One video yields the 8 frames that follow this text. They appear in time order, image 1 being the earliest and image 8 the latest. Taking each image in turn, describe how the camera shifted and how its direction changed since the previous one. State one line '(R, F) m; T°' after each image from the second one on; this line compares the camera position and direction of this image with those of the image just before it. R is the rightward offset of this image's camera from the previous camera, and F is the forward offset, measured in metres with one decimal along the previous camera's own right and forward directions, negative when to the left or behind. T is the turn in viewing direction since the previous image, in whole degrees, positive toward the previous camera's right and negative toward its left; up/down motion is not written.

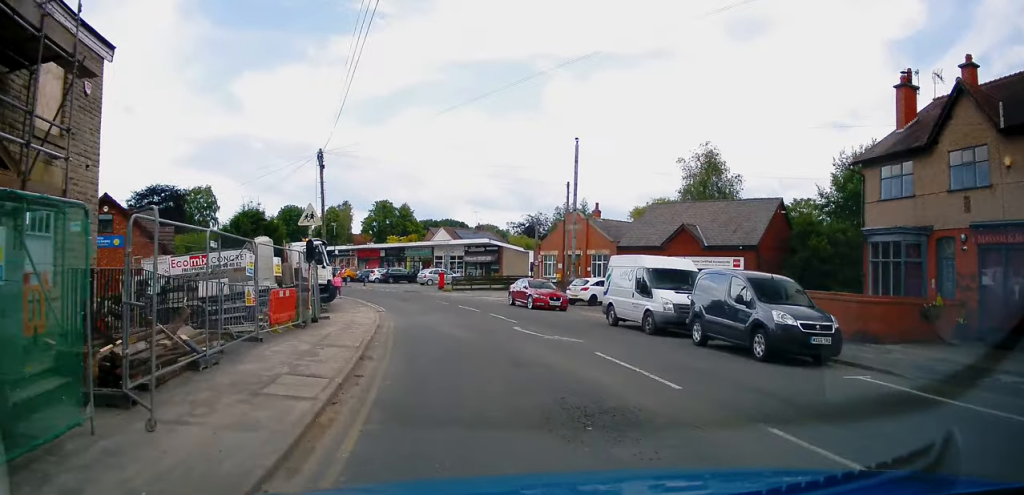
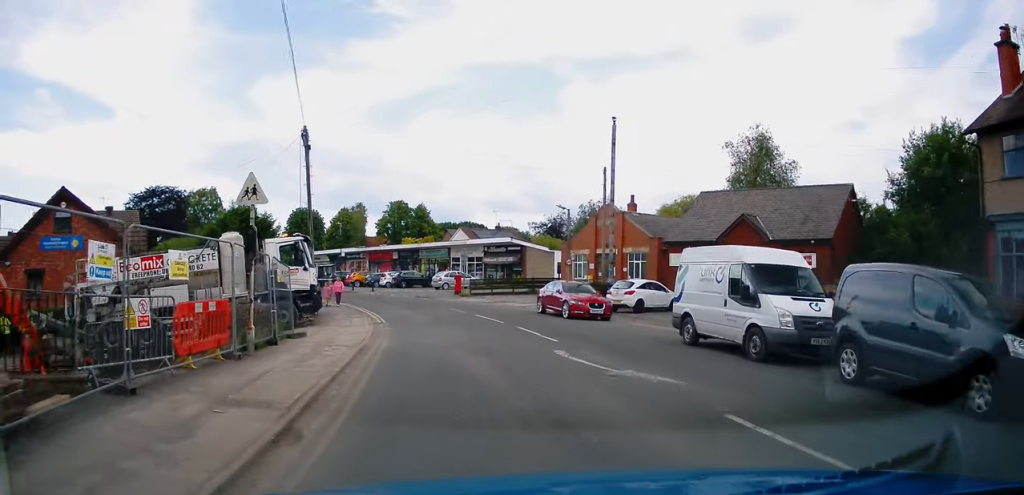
(-0.2, +5.6) m; -2°
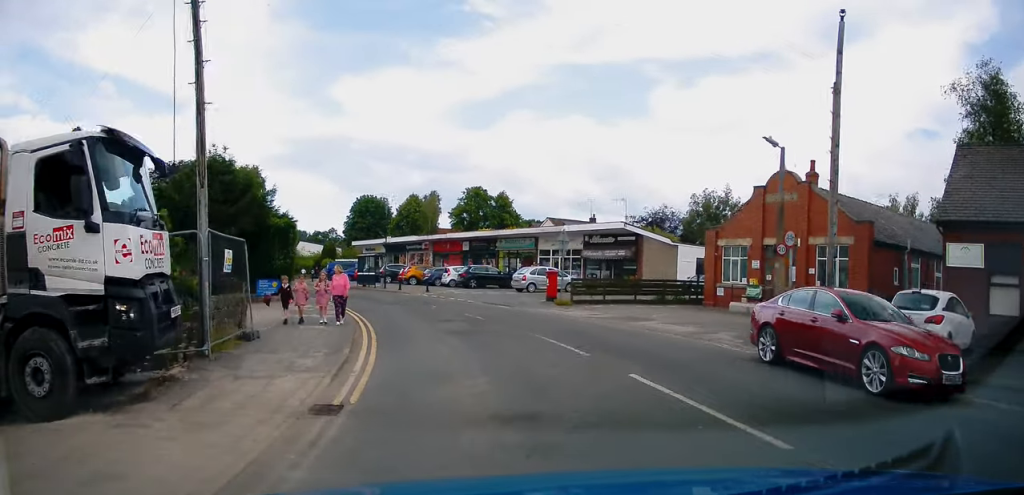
(-0.6, +15.2) m; -7°
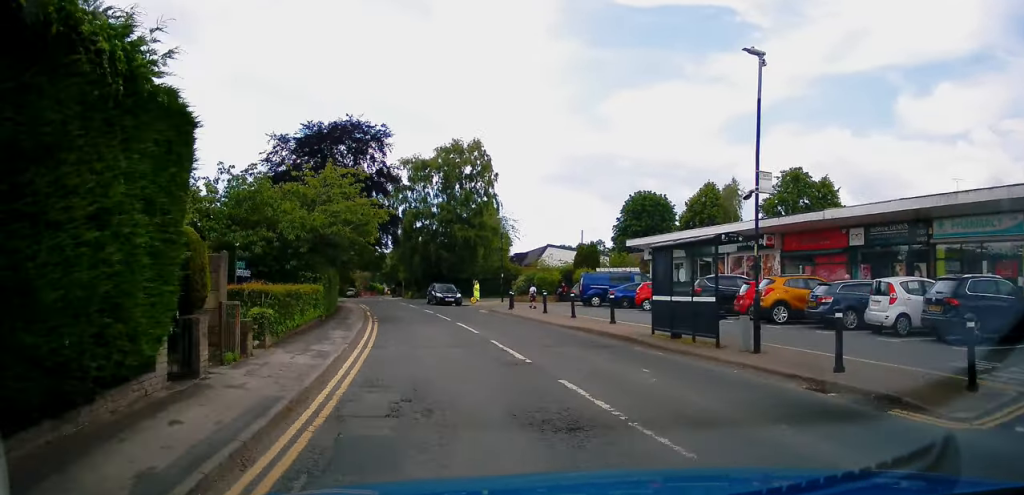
(-5.8, +27.5) m; -25°
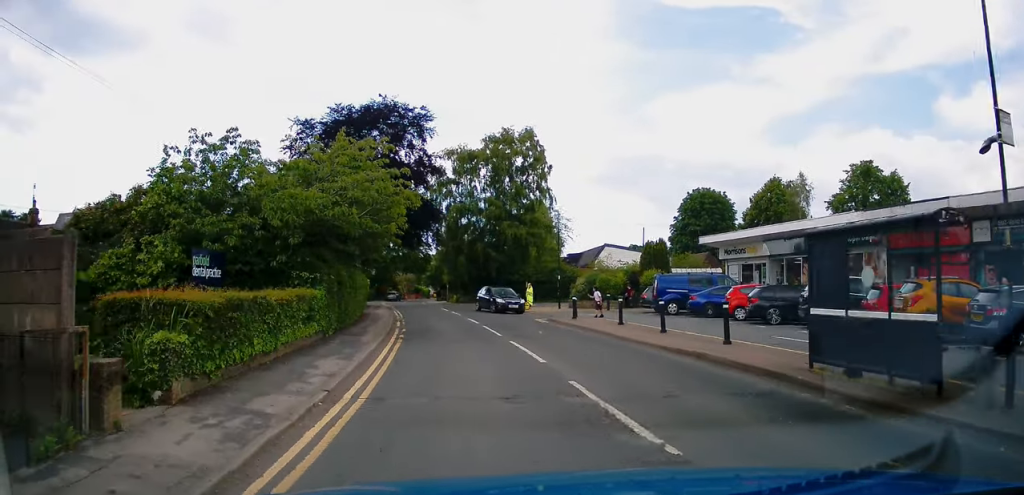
(-0.3, +5.7) m; -4°
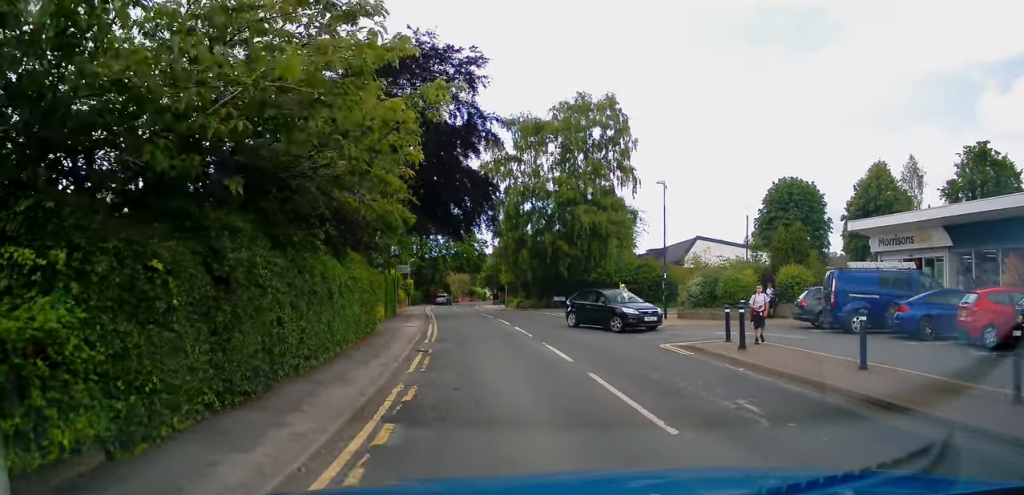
(-0.6, +11.1) m; -6°
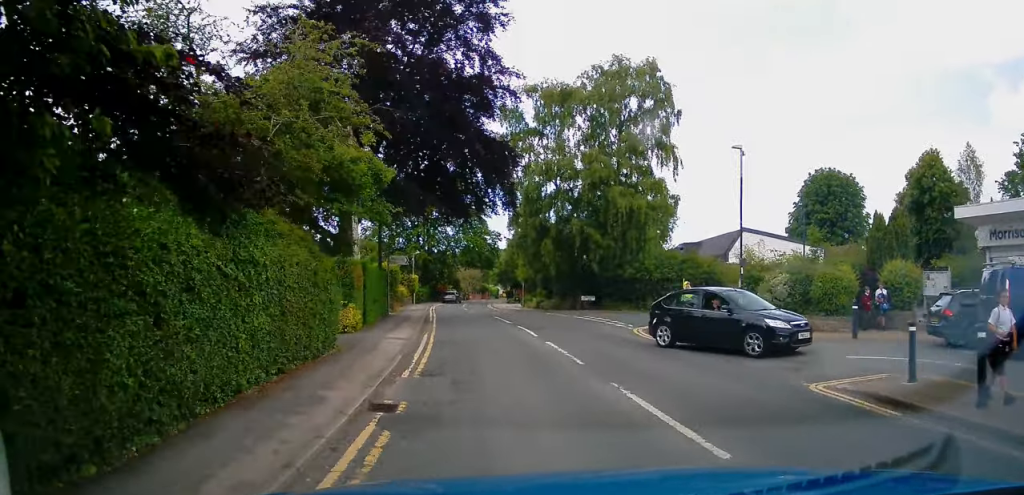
(-0.2, +6.9) m; -2°
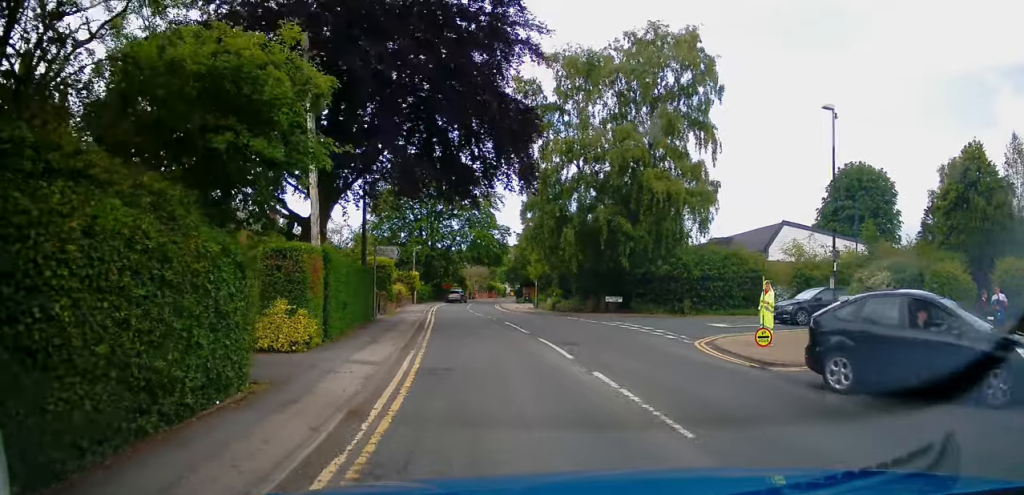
(-0.3, +5.4) m; 0°
